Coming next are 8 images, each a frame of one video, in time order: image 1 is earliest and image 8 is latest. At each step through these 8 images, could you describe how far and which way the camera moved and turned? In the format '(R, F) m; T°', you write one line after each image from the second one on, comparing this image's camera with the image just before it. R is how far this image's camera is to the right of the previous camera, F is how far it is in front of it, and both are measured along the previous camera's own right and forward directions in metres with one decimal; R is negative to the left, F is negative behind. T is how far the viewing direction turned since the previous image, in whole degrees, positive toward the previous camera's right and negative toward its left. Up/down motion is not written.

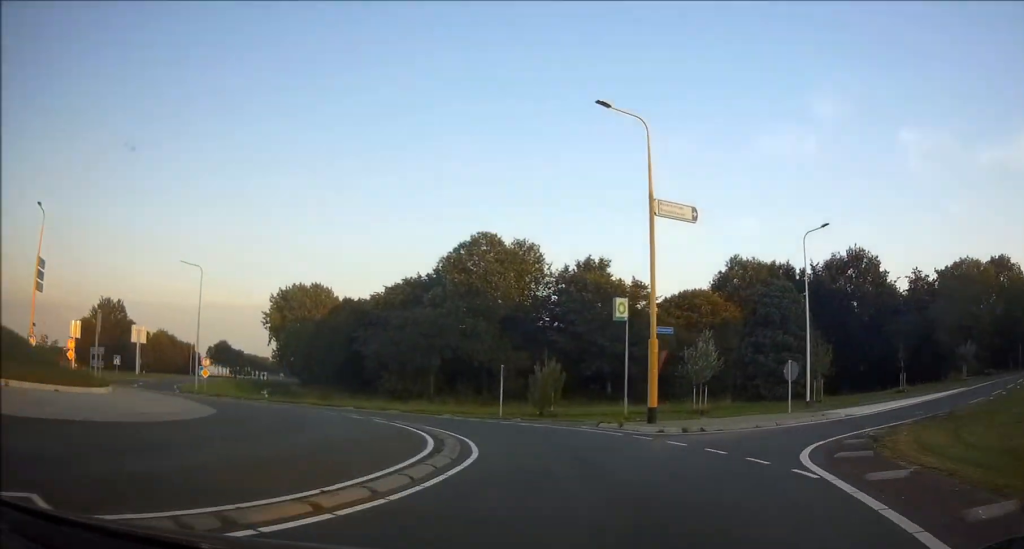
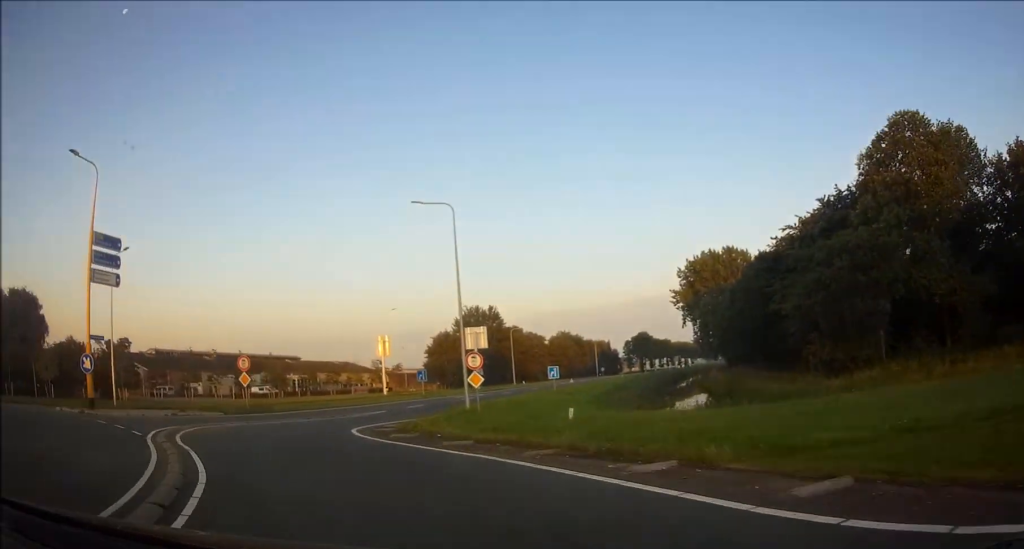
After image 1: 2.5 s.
(-3.8, +24.9) m; -22°
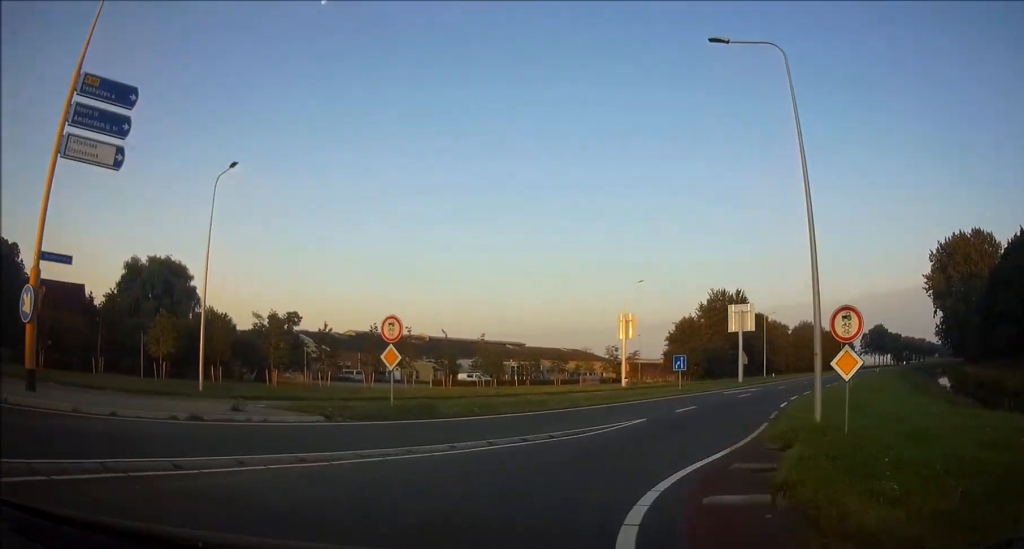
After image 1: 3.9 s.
(-2.1, +16.8) m; -4°
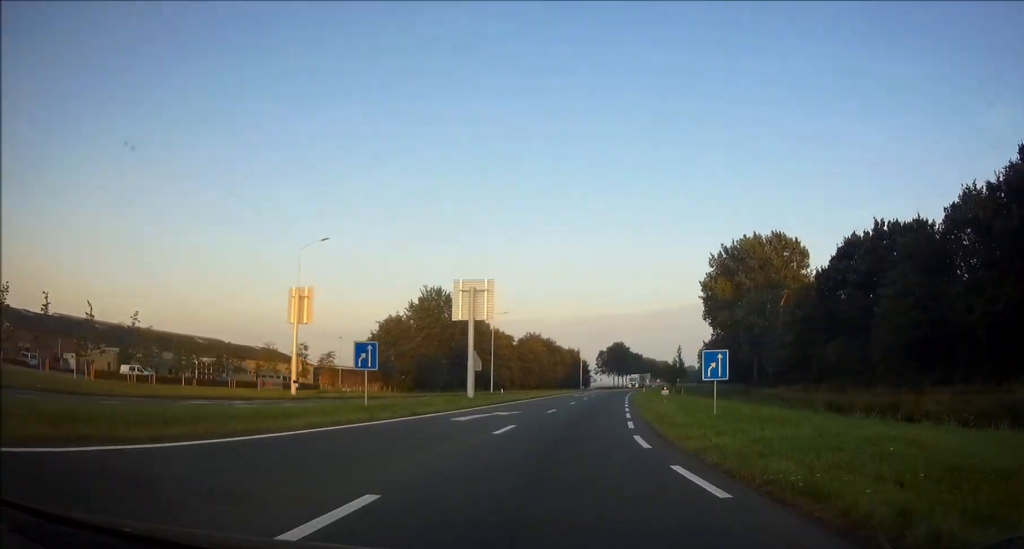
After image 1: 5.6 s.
(+0.4, +21.1) m; +7°
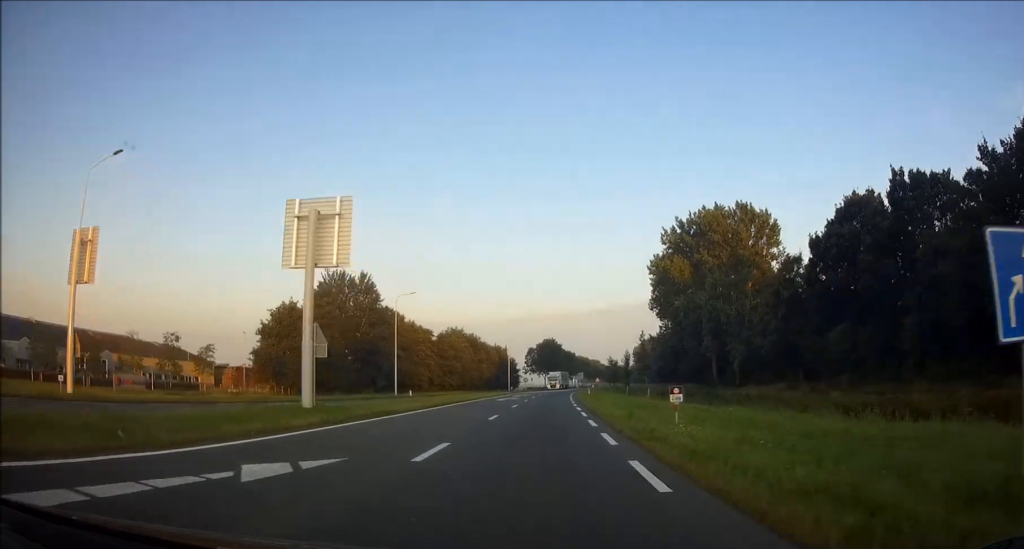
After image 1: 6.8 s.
(+1.7, +17.4) m; +6°
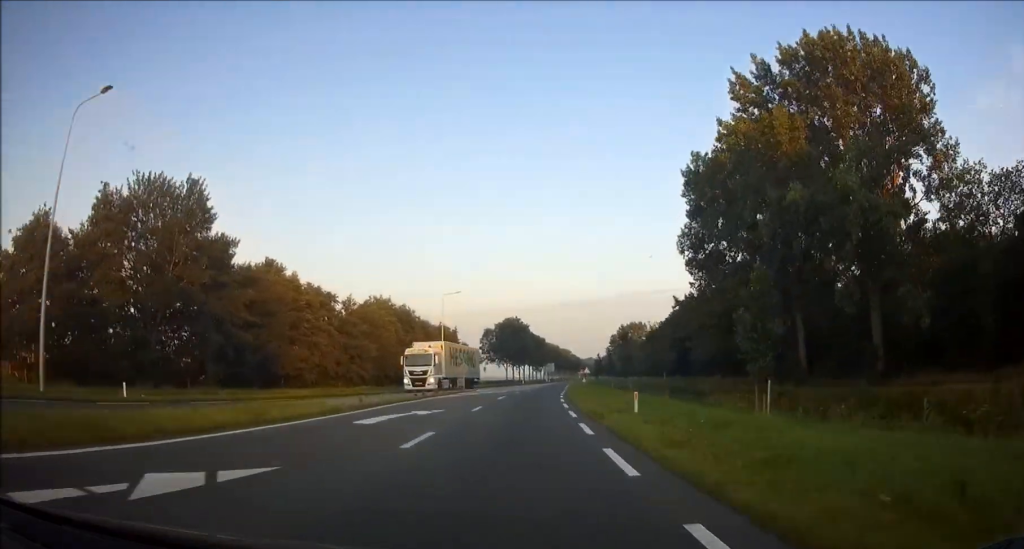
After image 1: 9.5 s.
(+2.7, +45.6) m; +5°
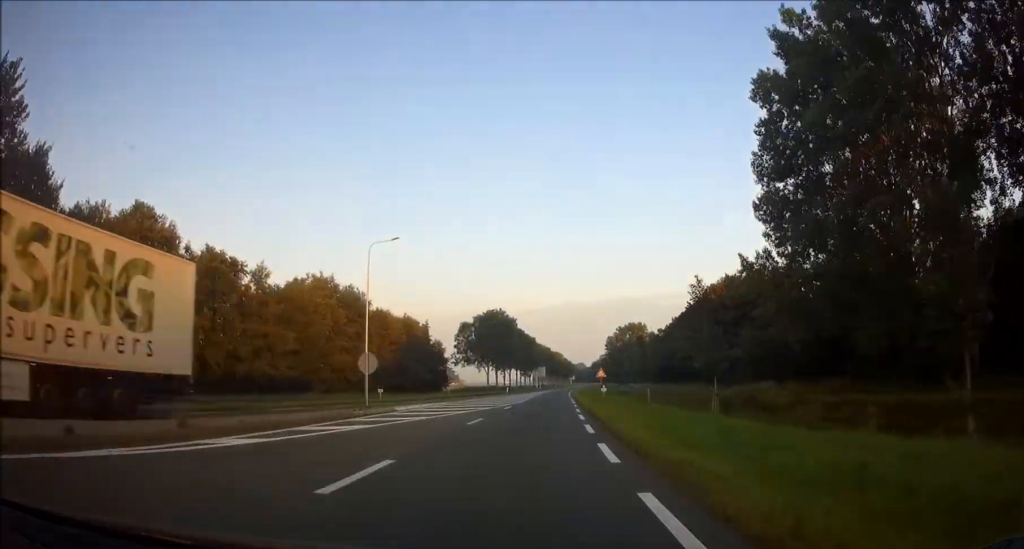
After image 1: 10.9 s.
(+0.3, +28.6) m; +2°
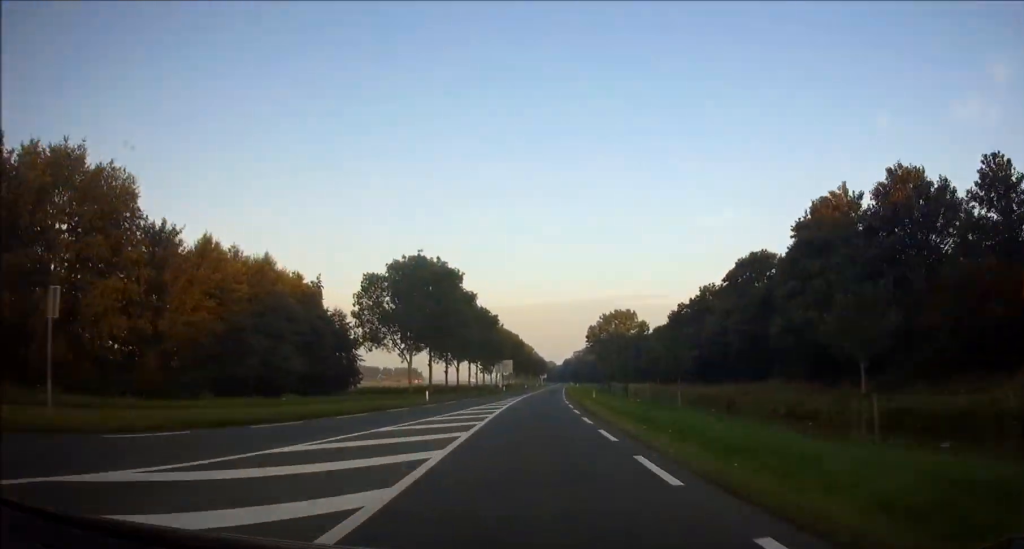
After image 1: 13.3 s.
(+1.3, +51.0) m; +3°
